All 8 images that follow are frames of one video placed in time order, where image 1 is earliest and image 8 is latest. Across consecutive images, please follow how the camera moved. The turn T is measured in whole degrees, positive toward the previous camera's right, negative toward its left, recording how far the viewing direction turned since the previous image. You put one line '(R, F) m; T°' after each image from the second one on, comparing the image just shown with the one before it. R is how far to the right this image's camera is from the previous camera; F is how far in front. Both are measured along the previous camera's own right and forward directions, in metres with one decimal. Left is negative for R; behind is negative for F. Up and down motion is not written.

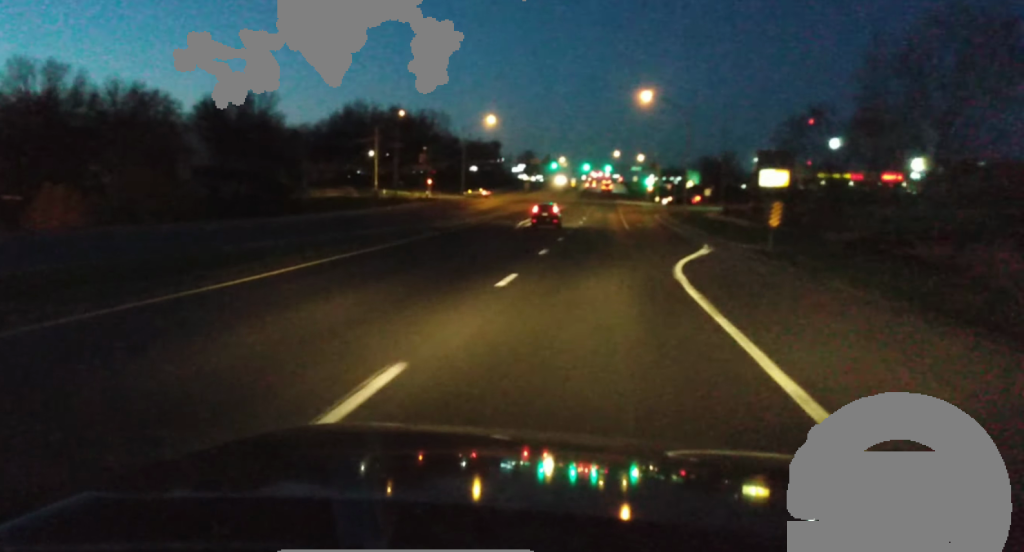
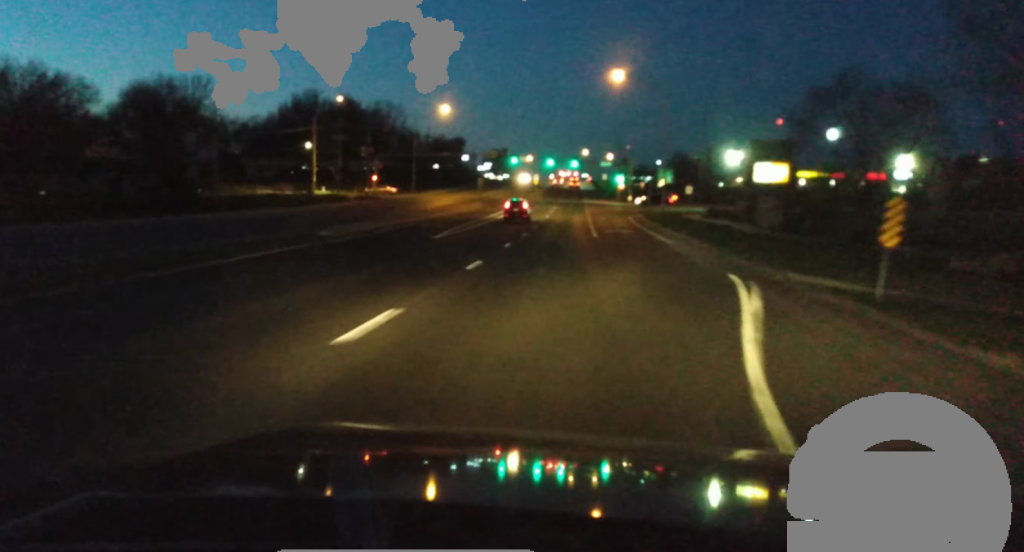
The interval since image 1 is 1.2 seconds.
(-0.1, +19.2) m; +1°
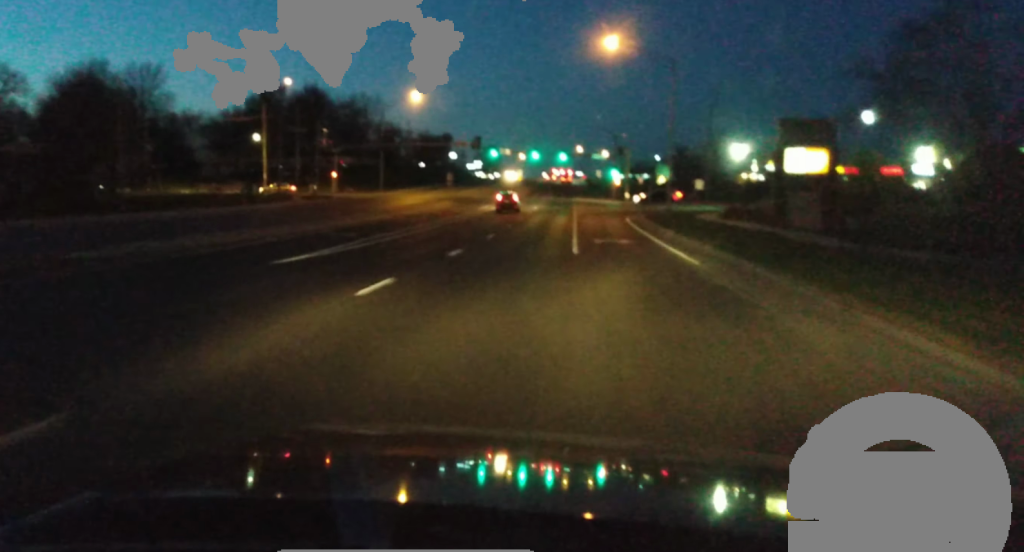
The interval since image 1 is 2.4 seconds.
(+0.4, +18.9) m; 0°
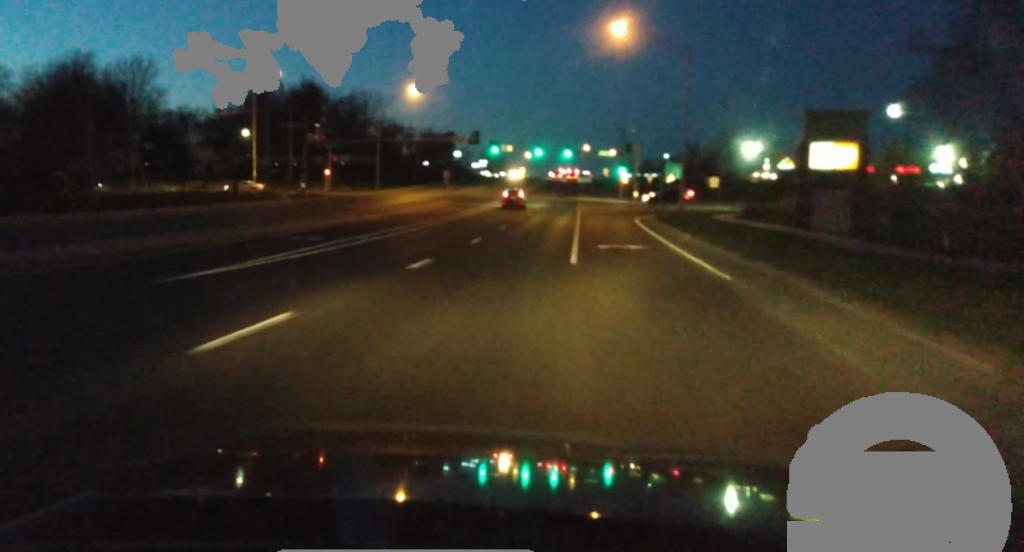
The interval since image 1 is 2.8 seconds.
(-0.1, +6.2) m; -1°
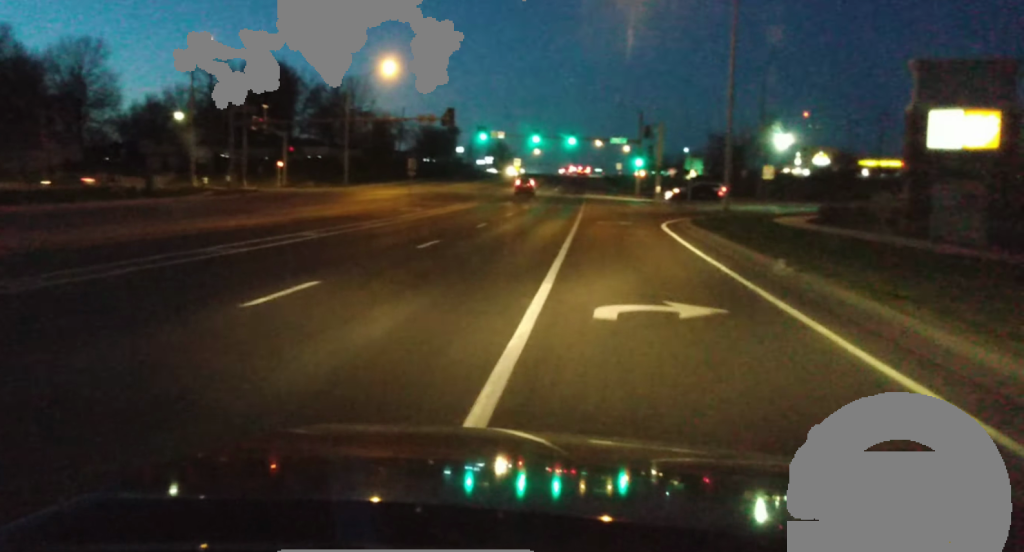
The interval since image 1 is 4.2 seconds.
(-0.4, +21.2) m; -2°
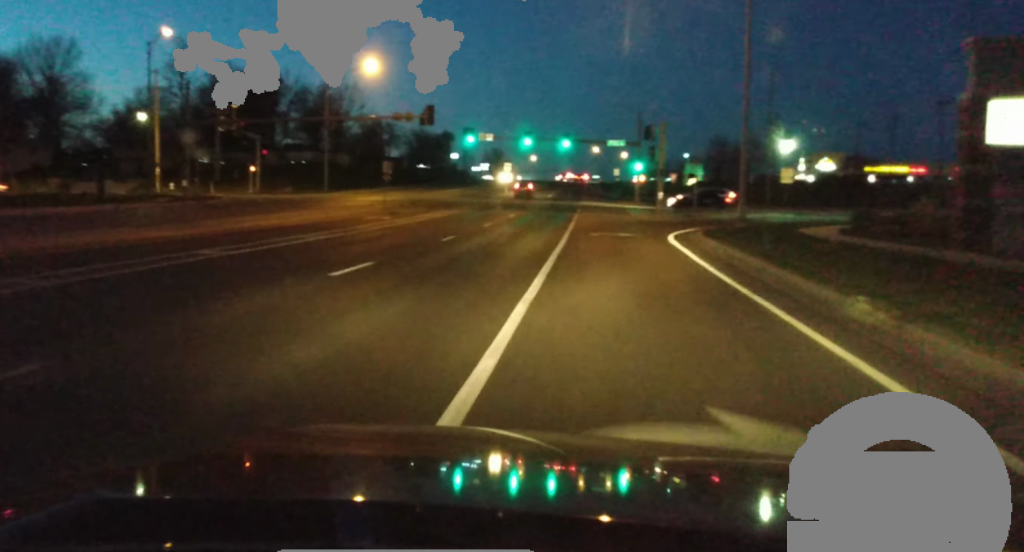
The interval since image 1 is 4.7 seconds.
(0.0, +7.0) m; 0°
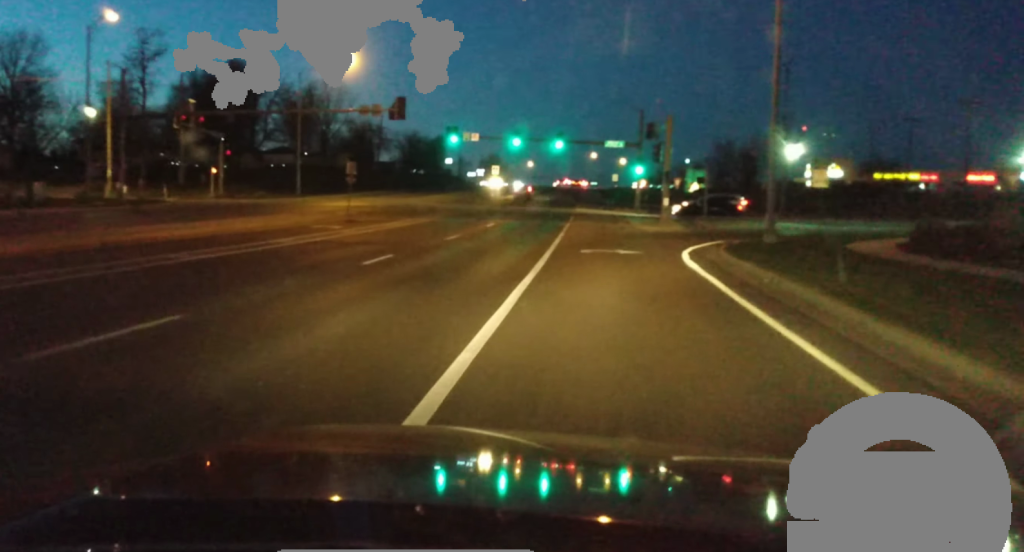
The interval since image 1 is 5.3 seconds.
(0.0, +8.7) m; 0°
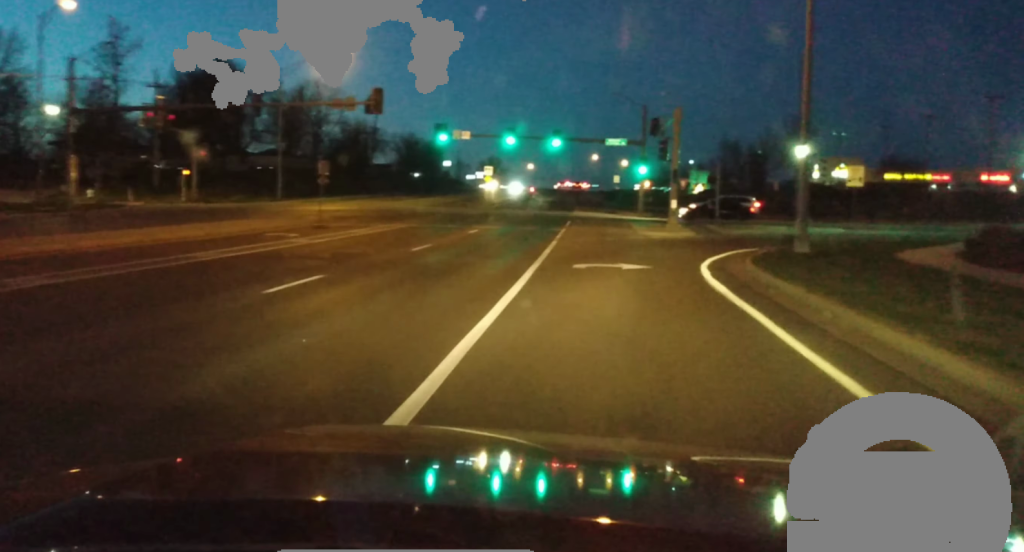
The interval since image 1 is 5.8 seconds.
(0.0, +5.6) m; +1°
